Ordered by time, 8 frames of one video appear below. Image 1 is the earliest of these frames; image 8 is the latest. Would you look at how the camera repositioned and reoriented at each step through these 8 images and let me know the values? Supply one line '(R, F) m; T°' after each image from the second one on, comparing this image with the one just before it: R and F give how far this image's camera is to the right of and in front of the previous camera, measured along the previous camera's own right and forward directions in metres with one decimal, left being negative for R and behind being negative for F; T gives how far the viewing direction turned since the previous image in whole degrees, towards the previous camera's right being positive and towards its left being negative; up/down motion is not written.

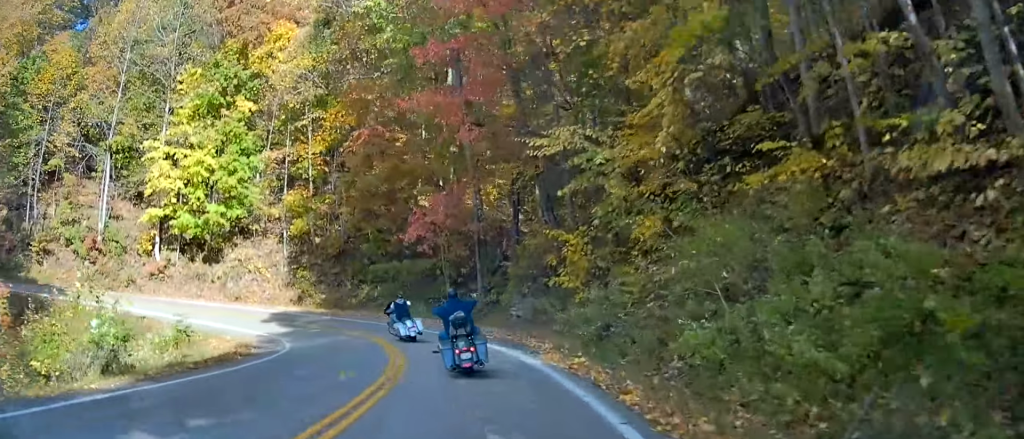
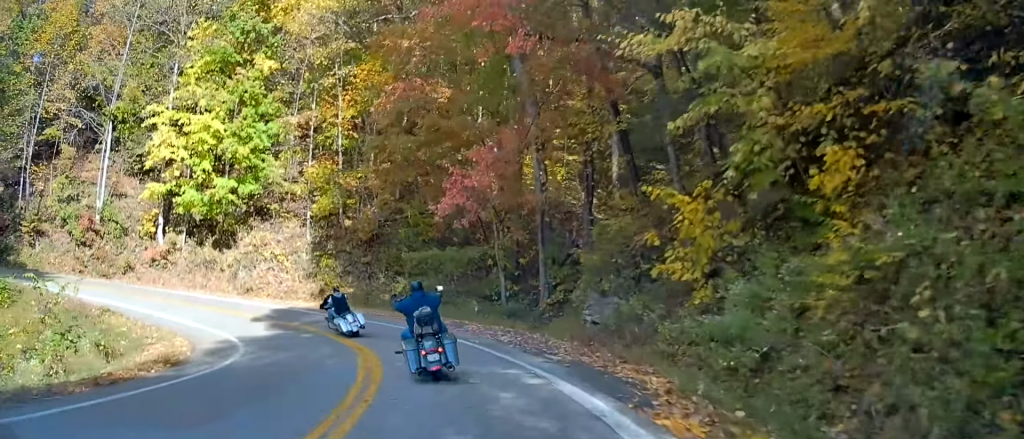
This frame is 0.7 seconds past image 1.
(+0.3, +7.9) m; 0°
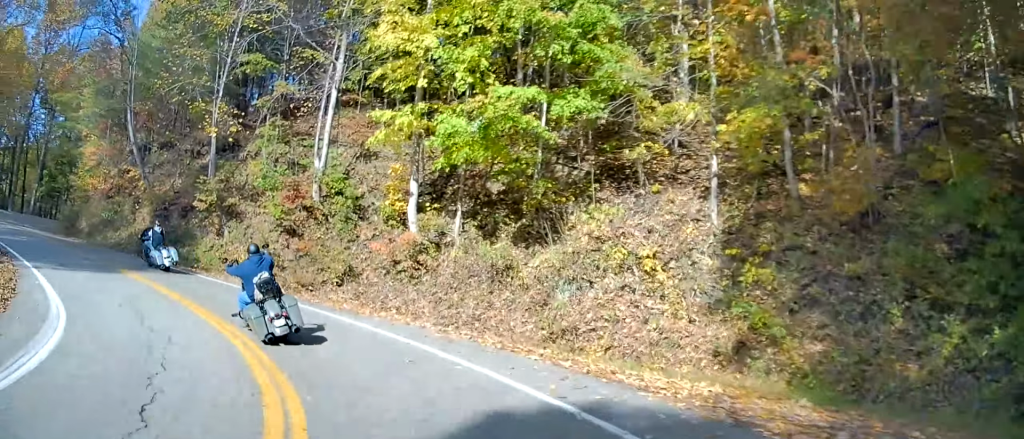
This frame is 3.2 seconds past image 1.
(-6.5, +22.6) m; -40°
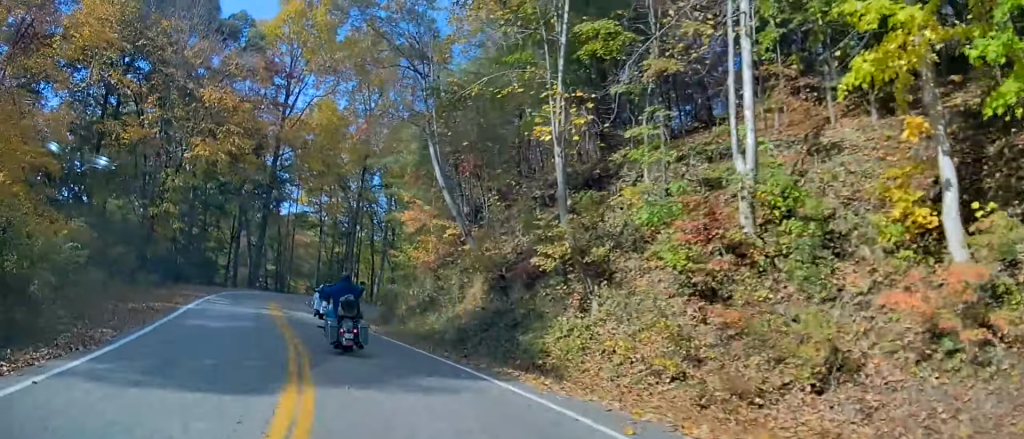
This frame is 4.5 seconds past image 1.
(-2.0, +12.0) m; -25°
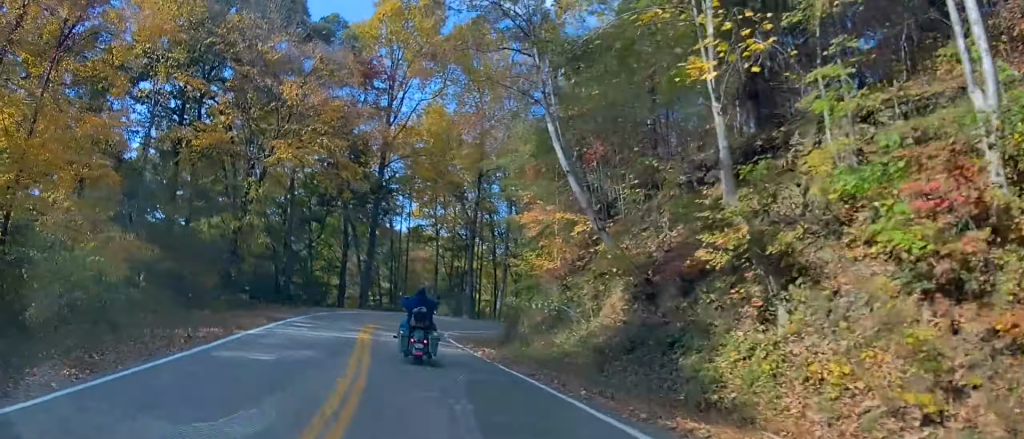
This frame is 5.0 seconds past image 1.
(-1.0, +4.1) m; -7°
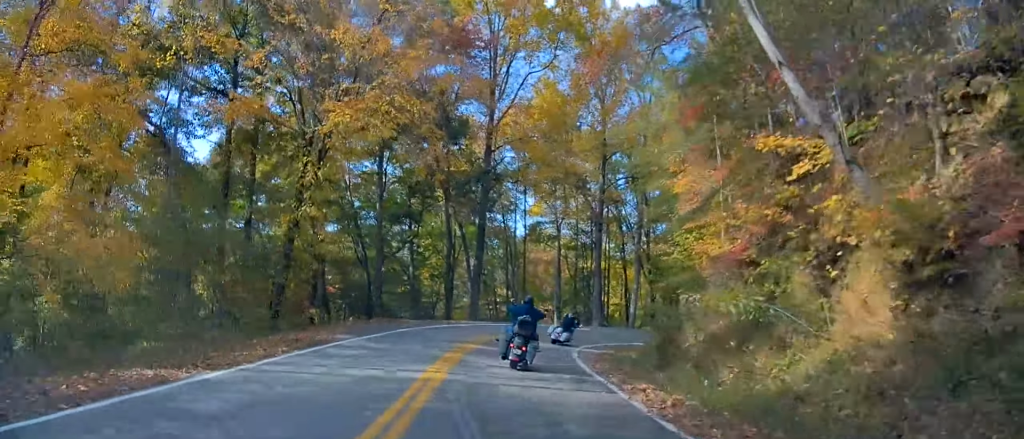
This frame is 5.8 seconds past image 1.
(-0.8, +6.9) m; -8°
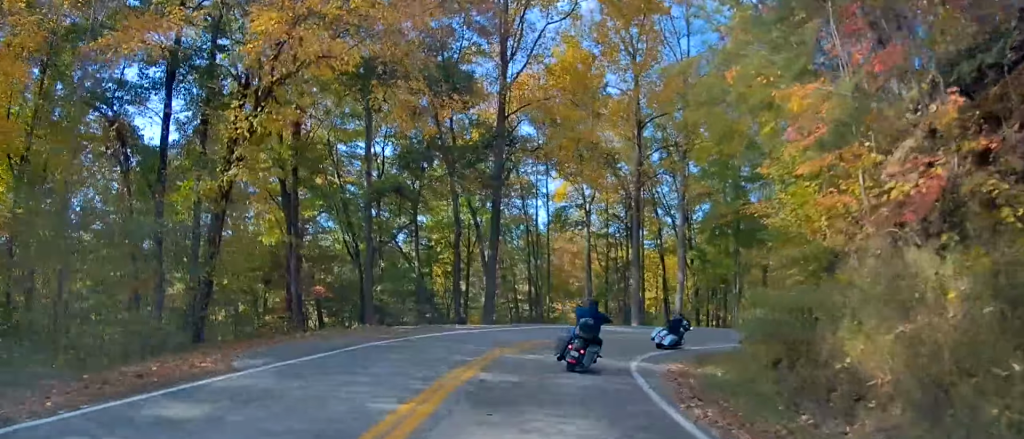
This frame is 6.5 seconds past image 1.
(+0.2, +6.3) m; -3°
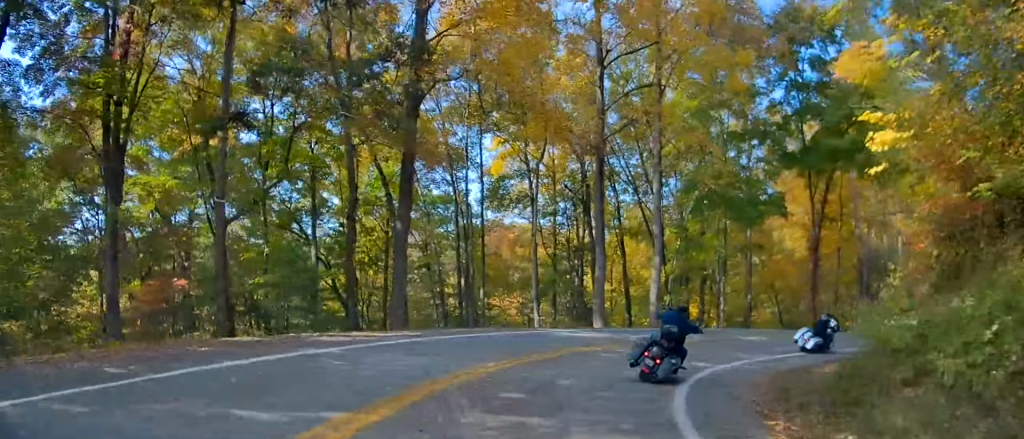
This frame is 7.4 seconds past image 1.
(-0.7, +8.5) m; +4°
